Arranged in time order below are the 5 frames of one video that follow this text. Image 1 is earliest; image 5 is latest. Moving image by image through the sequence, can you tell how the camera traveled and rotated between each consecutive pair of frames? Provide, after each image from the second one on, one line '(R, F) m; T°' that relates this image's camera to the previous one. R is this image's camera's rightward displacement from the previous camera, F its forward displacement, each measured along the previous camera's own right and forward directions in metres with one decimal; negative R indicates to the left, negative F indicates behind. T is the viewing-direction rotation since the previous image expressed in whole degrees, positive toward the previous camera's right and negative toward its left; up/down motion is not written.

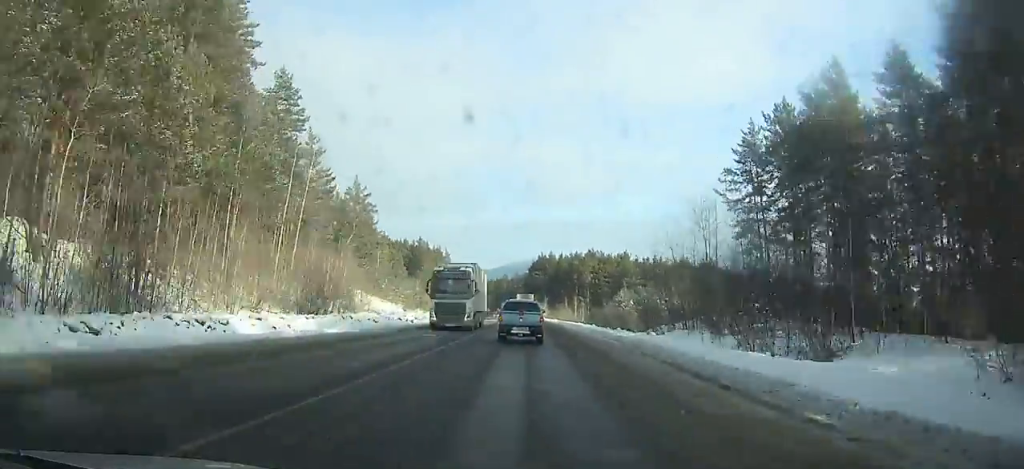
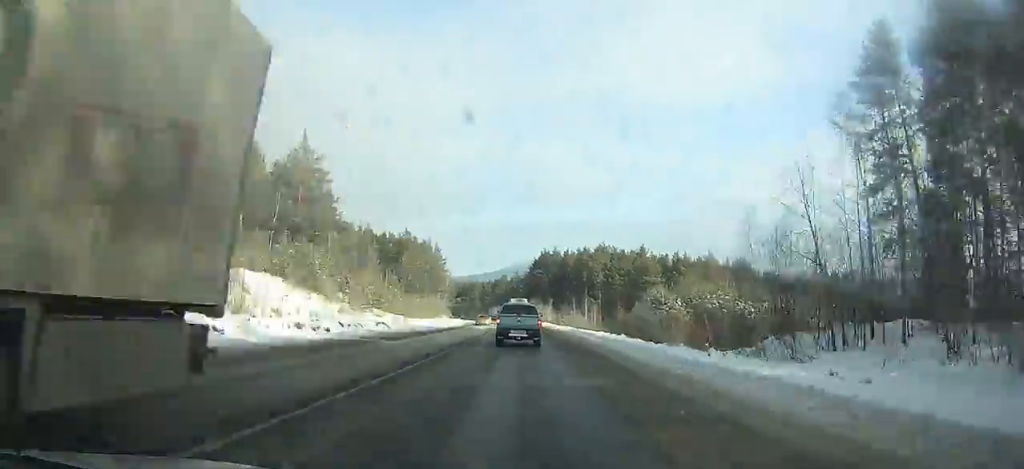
(+0.3, +25.6) m; 0°
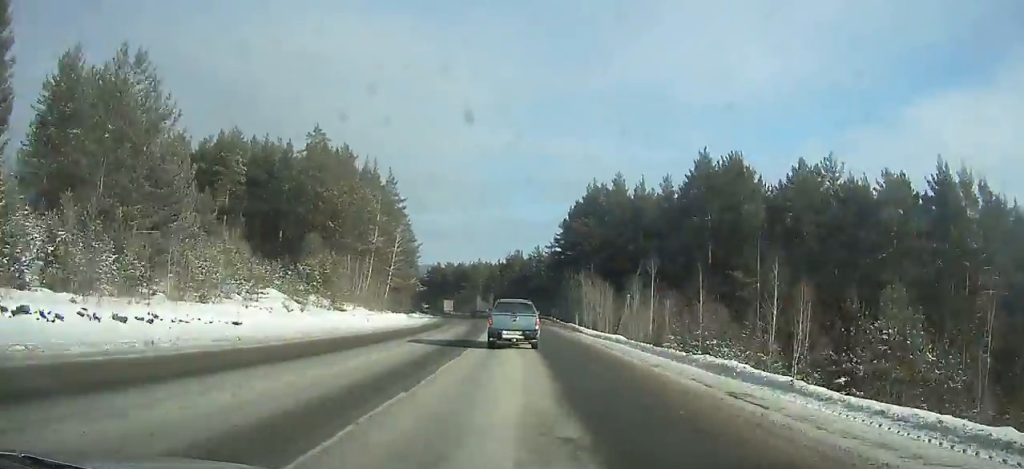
(-1.4, +87.7) m; -3°
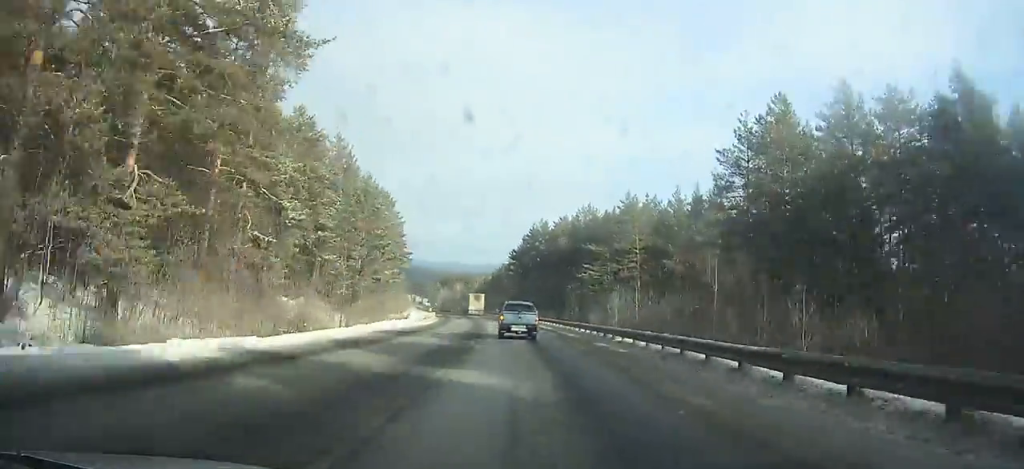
(-16.6, +132.0) m; -12°
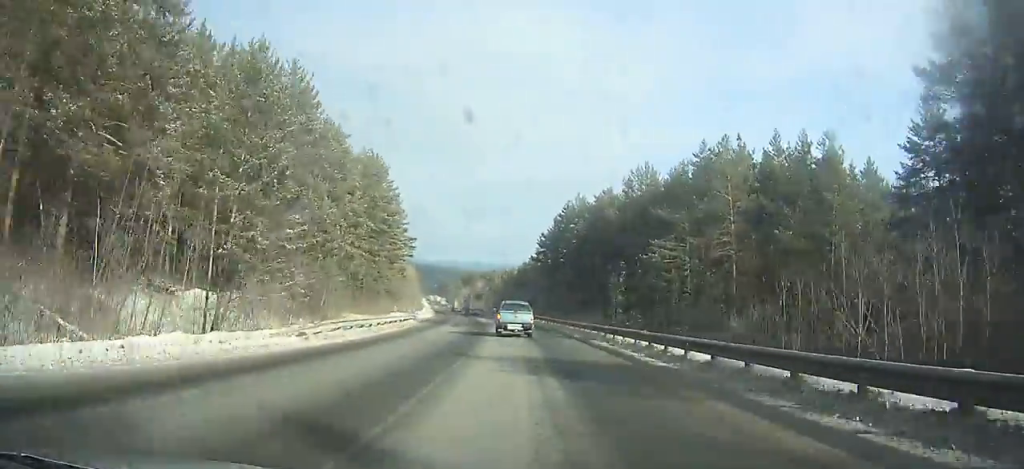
(+0.9, +30.0) m; -2°
